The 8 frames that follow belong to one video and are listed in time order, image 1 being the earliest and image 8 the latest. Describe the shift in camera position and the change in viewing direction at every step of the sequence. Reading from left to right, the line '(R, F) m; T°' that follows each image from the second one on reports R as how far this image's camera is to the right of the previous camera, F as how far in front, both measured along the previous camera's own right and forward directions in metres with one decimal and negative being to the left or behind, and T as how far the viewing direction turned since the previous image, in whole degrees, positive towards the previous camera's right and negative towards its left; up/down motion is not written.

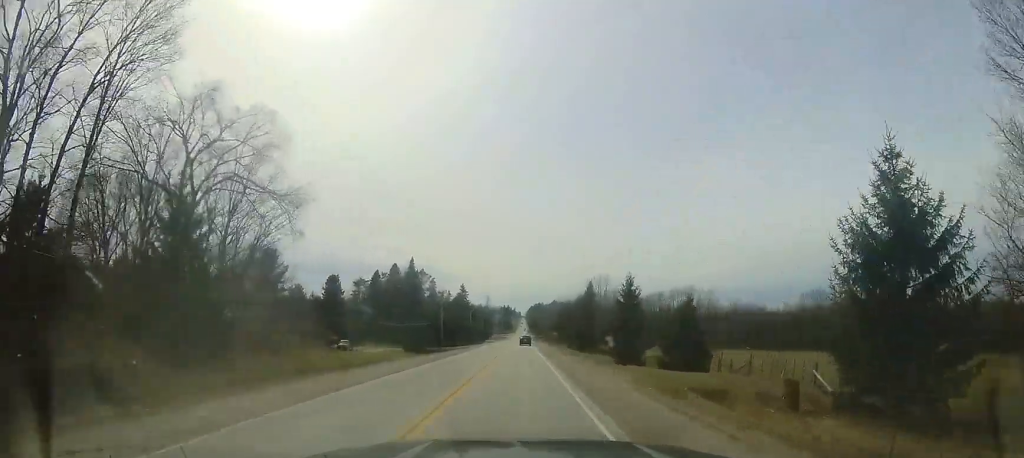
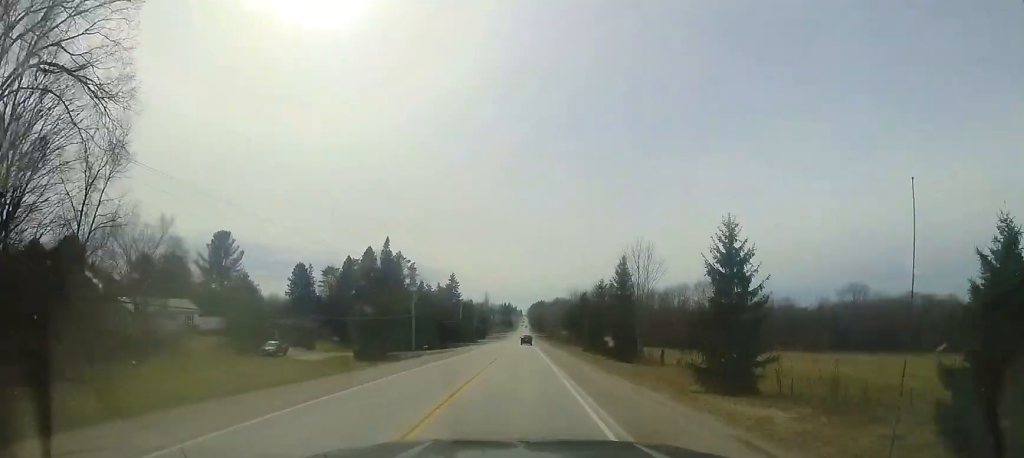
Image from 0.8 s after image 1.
(+0.1, +20.0) m; 0°
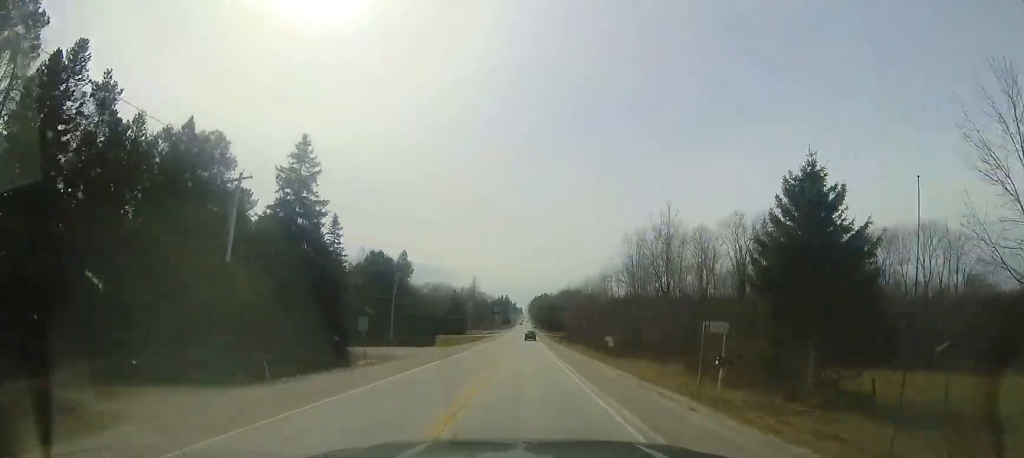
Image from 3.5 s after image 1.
(-0.6, +73.6) m; -1°
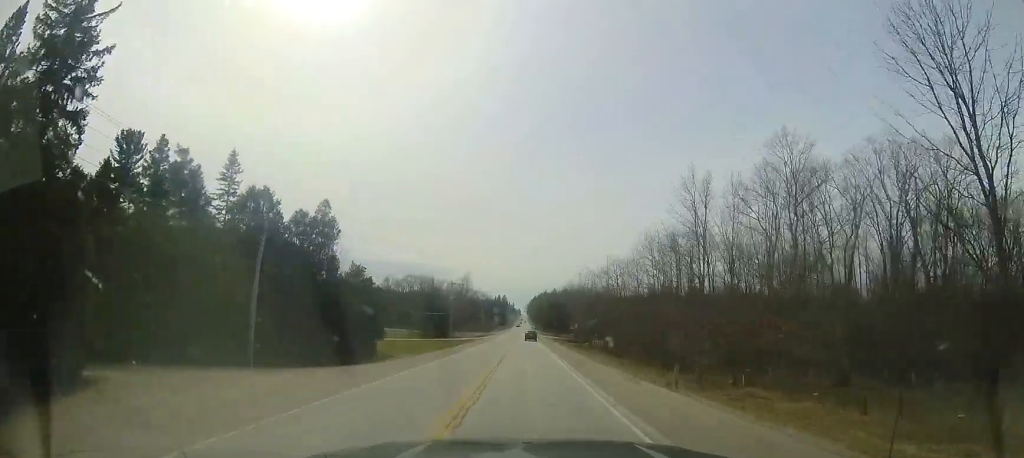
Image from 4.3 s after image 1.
(+0.1, +23.0) m; 0°
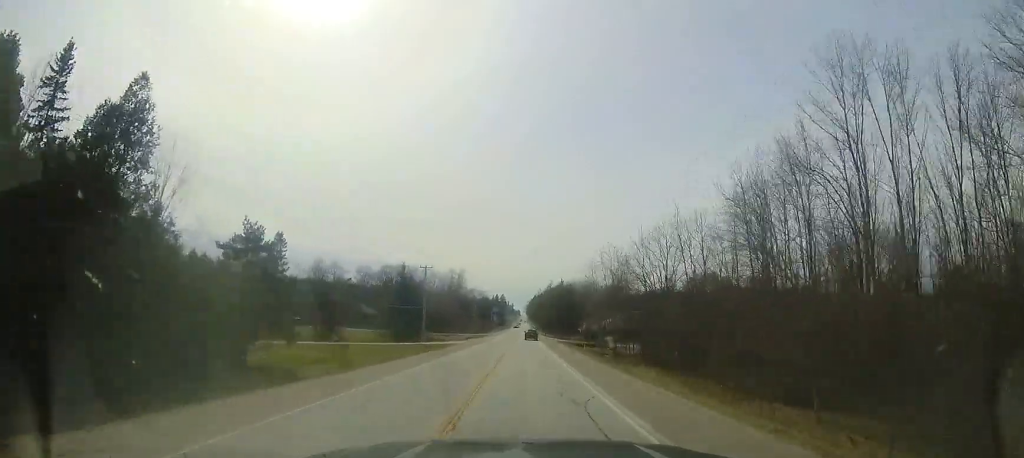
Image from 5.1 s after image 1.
(0.0, +20.2) m; 0°
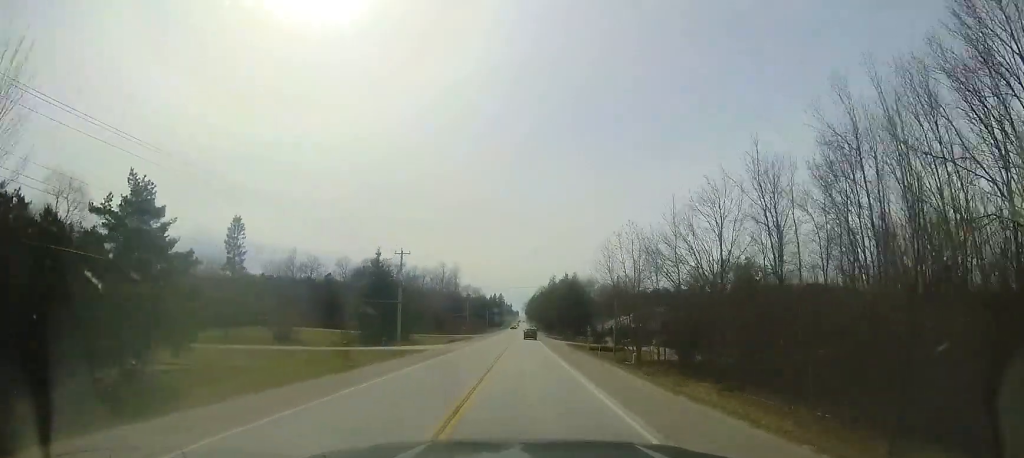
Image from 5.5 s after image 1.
(0.0, +11.0) m; 0°
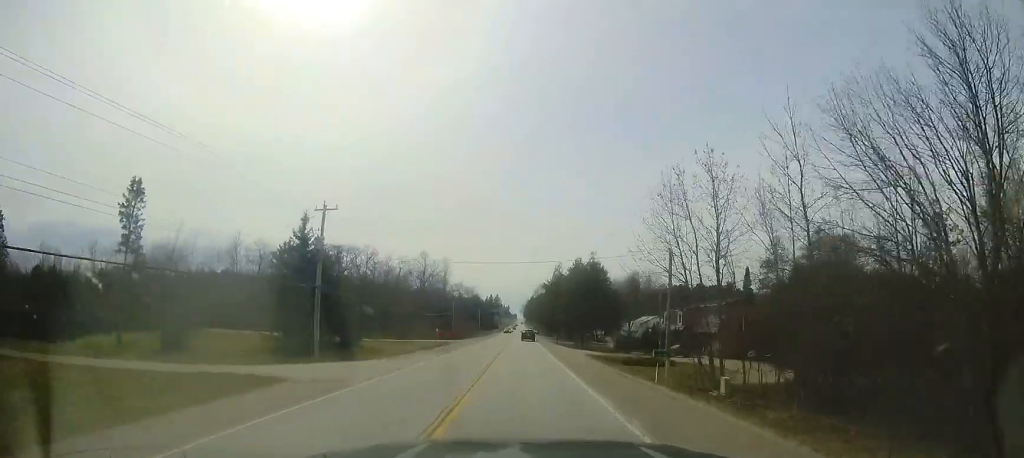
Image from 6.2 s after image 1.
(0.0, +19.2) m; +1°
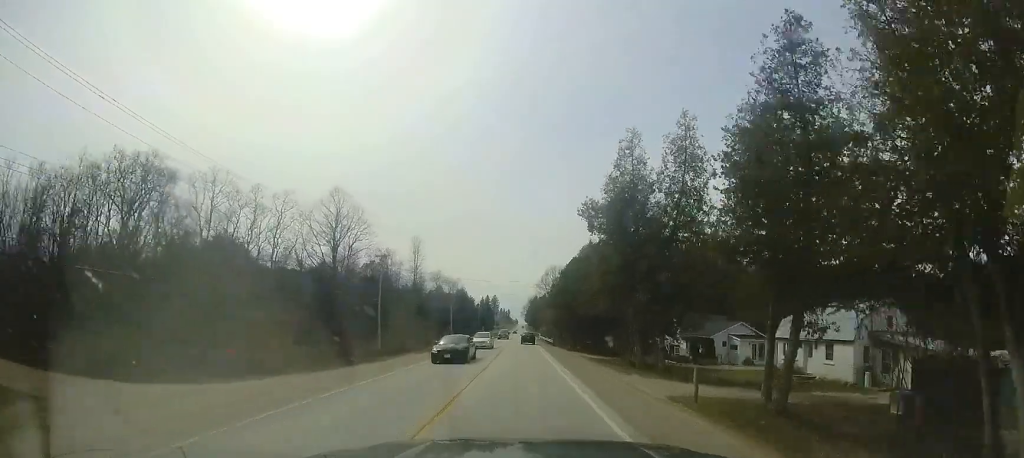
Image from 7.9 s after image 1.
(+0.1, +46.5) m; 0°
